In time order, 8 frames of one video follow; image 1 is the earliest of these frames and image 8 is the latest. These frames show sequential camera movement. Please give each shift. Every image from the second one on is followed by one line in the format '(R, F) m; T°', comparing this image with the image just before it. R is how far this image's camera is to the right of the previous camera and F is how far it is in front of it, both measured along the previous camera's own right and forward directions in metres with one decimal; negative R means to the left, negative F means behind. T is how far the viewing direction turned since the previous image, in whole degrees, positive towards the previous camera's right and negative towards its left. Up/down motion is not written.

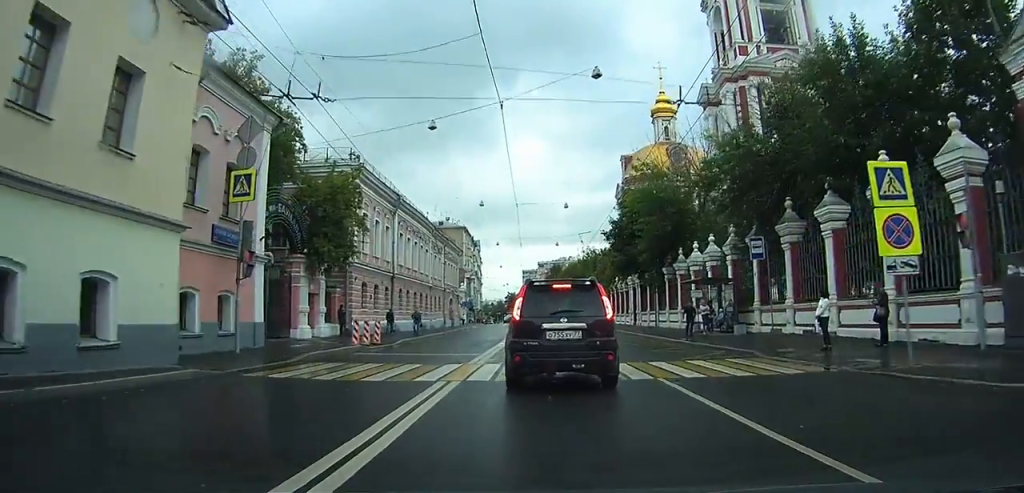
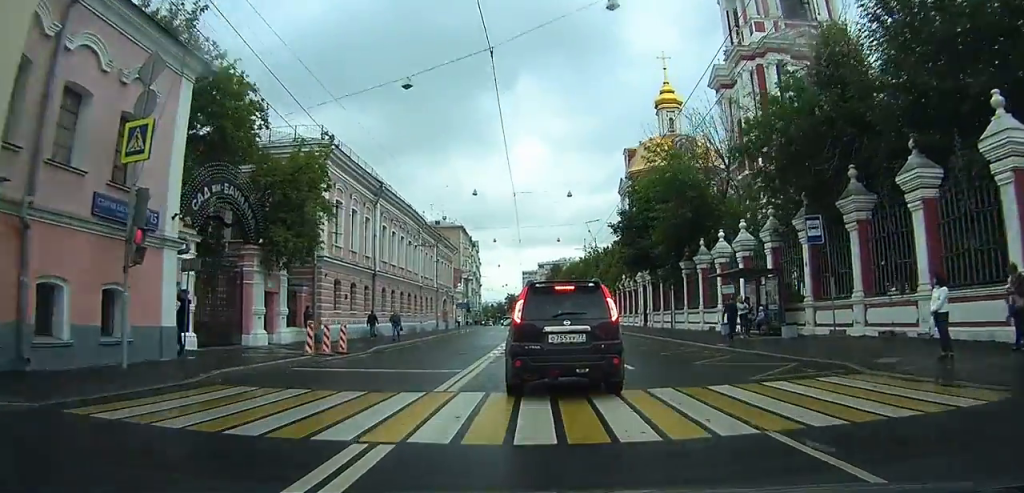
(-0.1, +4.8) m; -1°
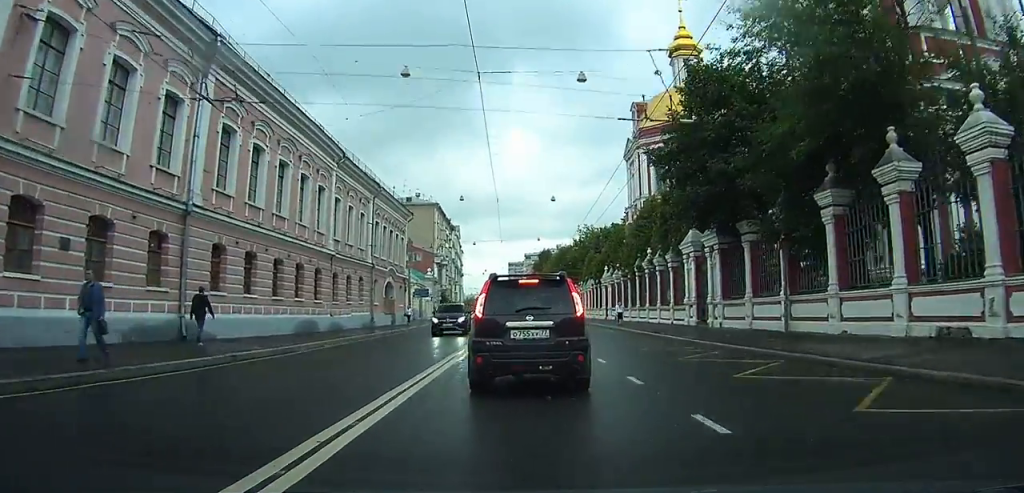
(-1.0, +20.3) m; -5°
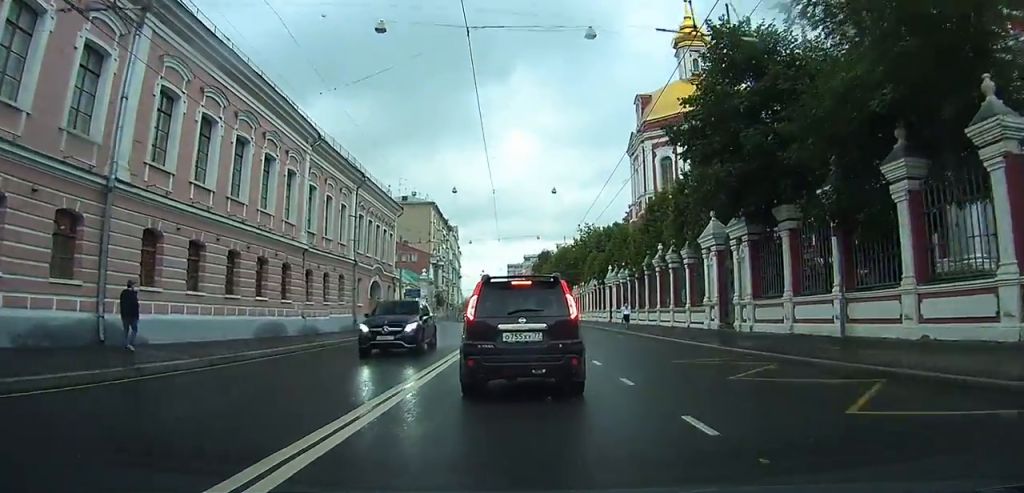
(-0.1, +3.9) m; -1°
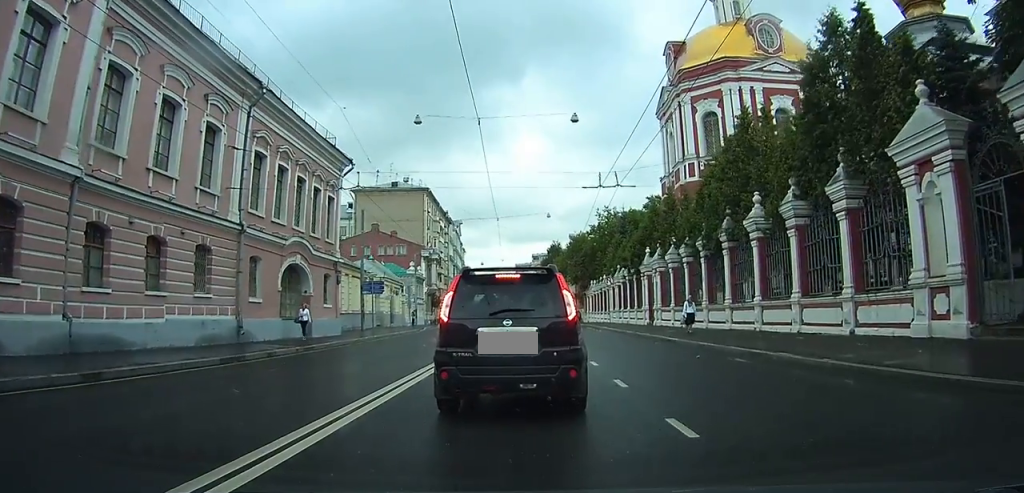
(-0.3, +16.2) m; -4°
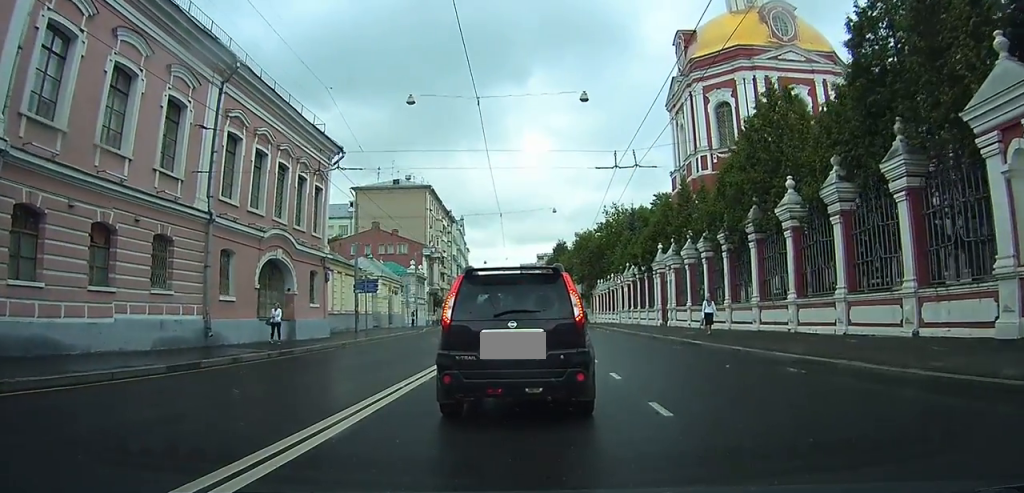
(-0.1, +3.0) m; 0°
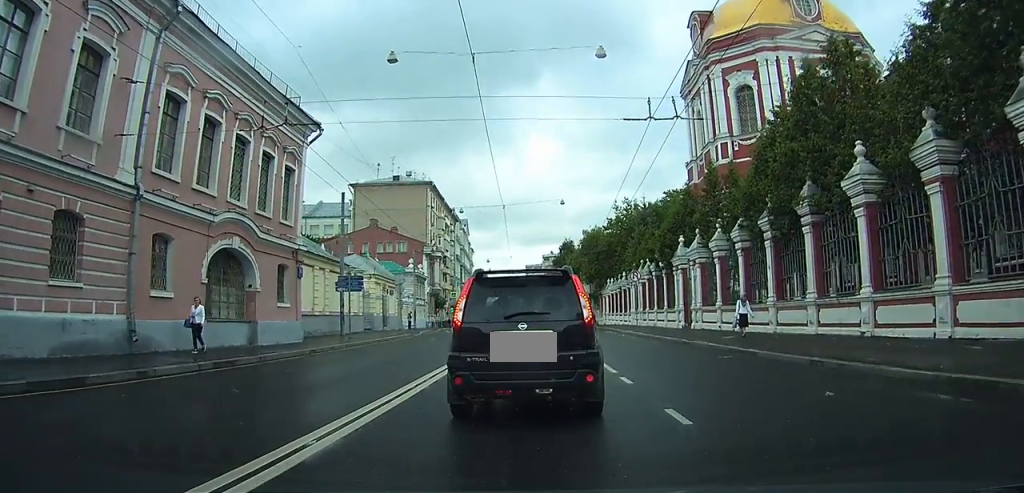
(+0.1, +4.9) m; +4°
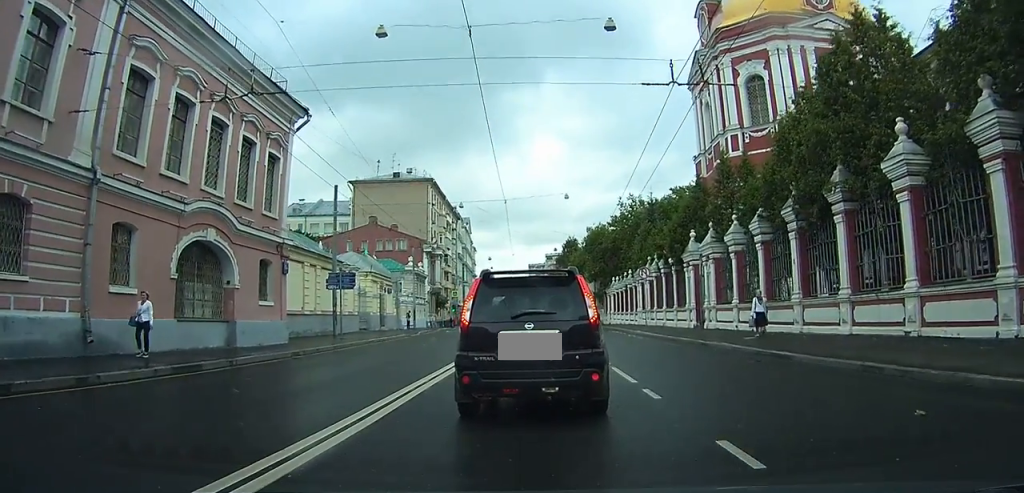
(+0.1, +2.0) m; +1°
